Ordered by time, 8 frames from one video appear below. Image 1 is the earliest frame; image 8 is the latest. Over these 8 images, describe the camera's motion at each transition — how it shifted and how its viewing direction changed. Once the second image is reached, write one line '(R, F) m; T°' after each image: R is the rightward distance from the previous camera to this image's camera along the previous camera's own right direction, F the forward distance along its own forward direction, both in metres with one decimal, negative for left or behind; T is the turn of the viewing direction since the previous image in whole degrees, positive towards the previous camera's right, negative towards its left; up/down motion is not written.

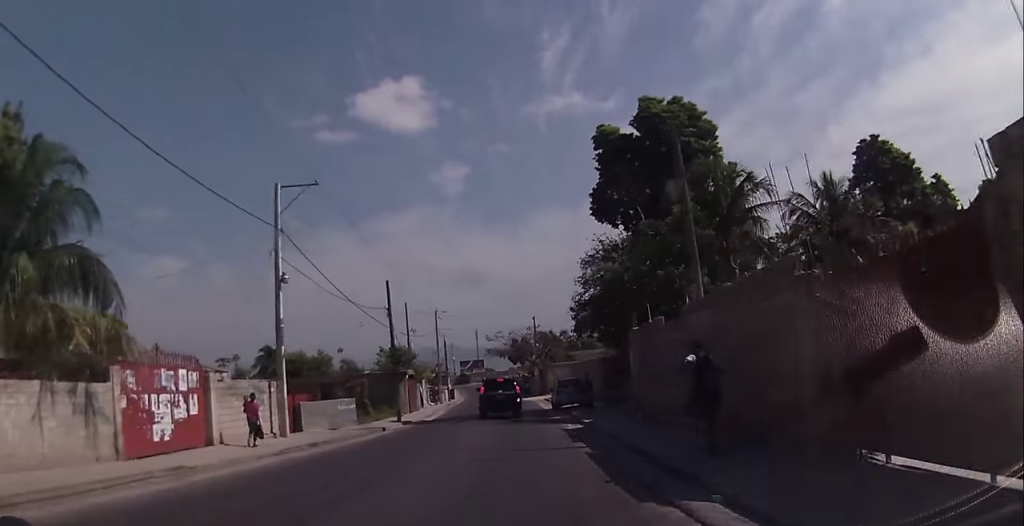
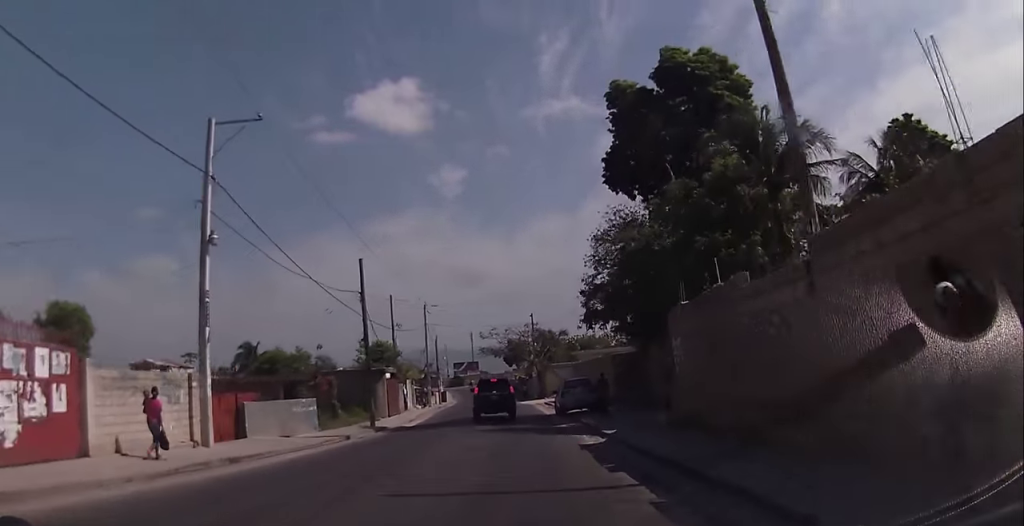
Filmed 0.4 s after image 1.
(+0.1, +6.1) m; +1°
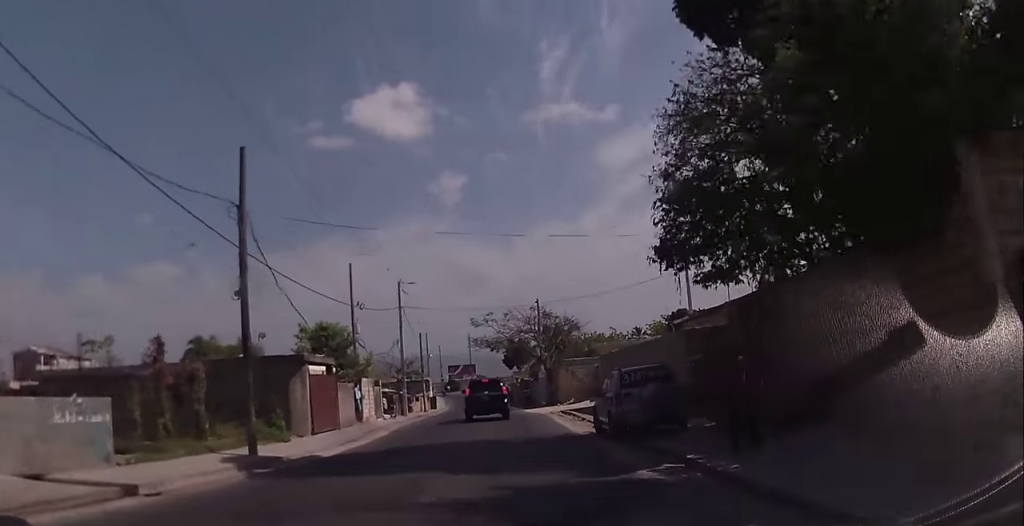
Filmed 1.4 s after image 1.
(+0.1, +14.7) m; 0°
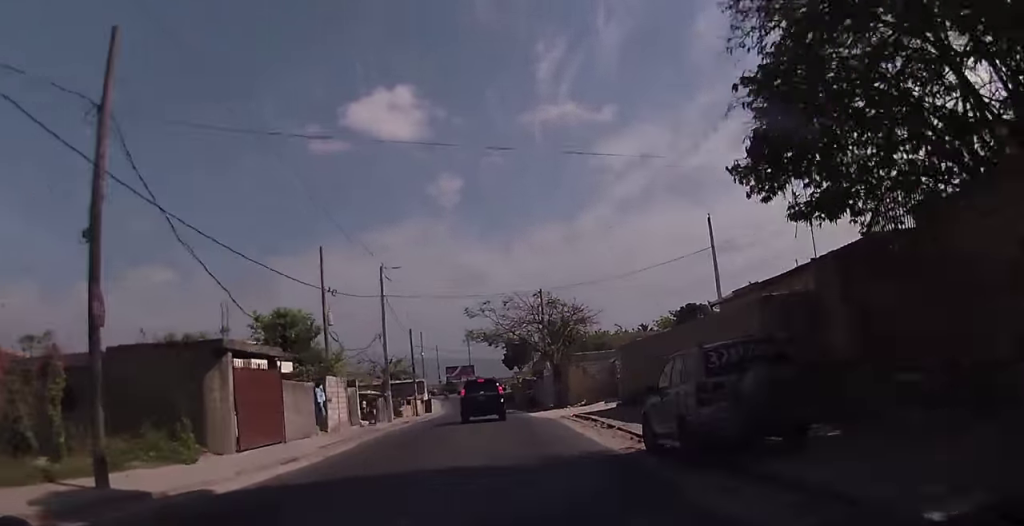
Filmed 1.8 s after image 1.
(0.0, +6.6) m; 0°
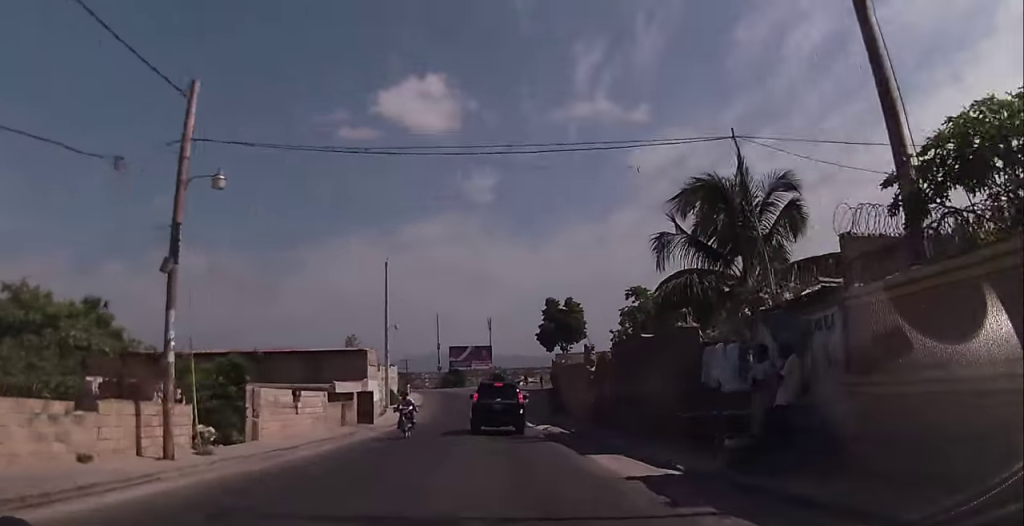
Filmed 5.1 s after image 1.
(-0.5, +48.5) m; -2°
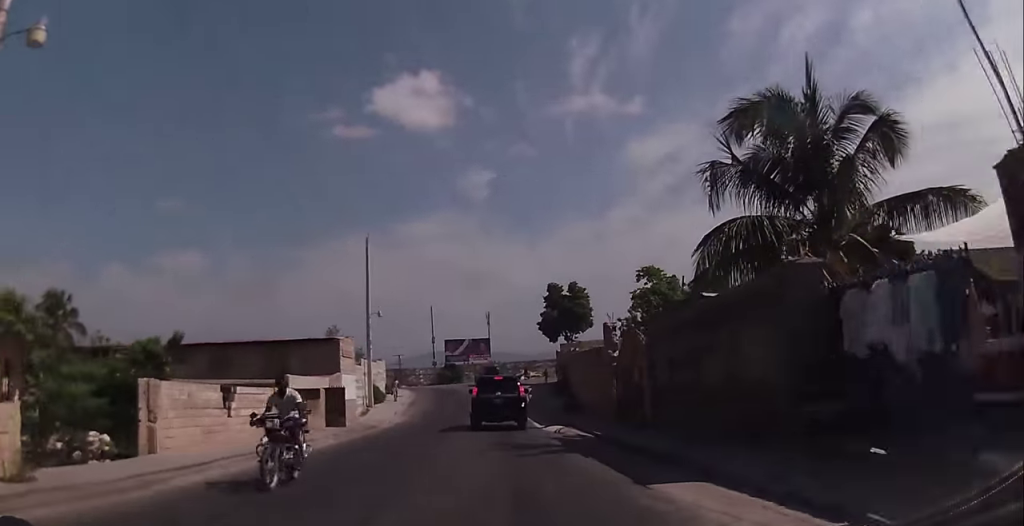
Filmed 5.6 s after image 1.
(0.0, +6.3) m; 0°
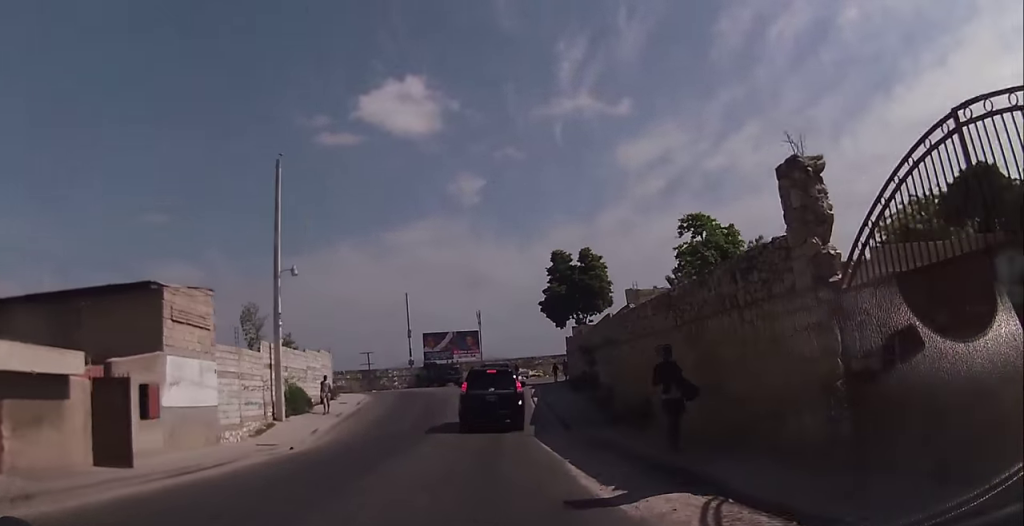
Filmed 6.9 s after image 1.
(+0.1, +16.9) m; +1°
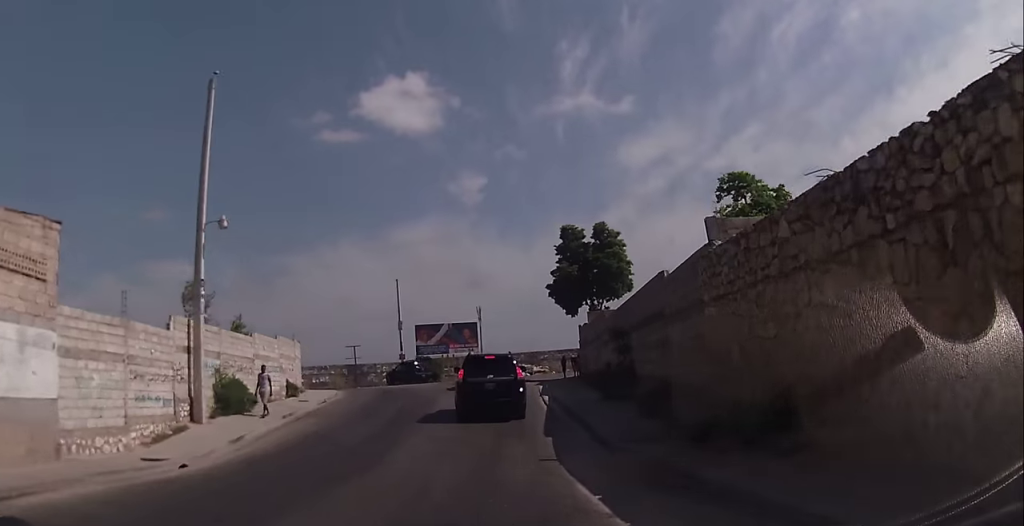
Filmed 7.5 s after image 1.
(0.0, +7.8) m; +1°
